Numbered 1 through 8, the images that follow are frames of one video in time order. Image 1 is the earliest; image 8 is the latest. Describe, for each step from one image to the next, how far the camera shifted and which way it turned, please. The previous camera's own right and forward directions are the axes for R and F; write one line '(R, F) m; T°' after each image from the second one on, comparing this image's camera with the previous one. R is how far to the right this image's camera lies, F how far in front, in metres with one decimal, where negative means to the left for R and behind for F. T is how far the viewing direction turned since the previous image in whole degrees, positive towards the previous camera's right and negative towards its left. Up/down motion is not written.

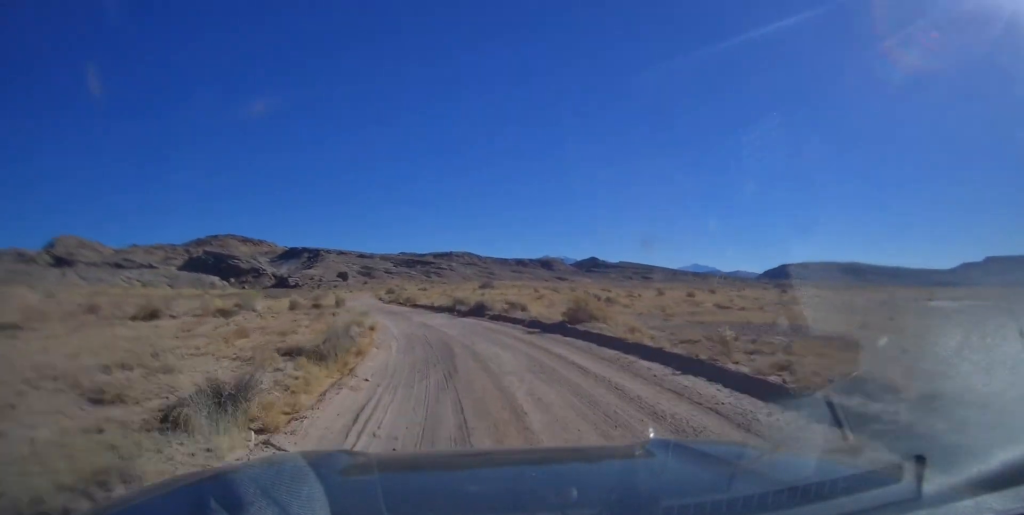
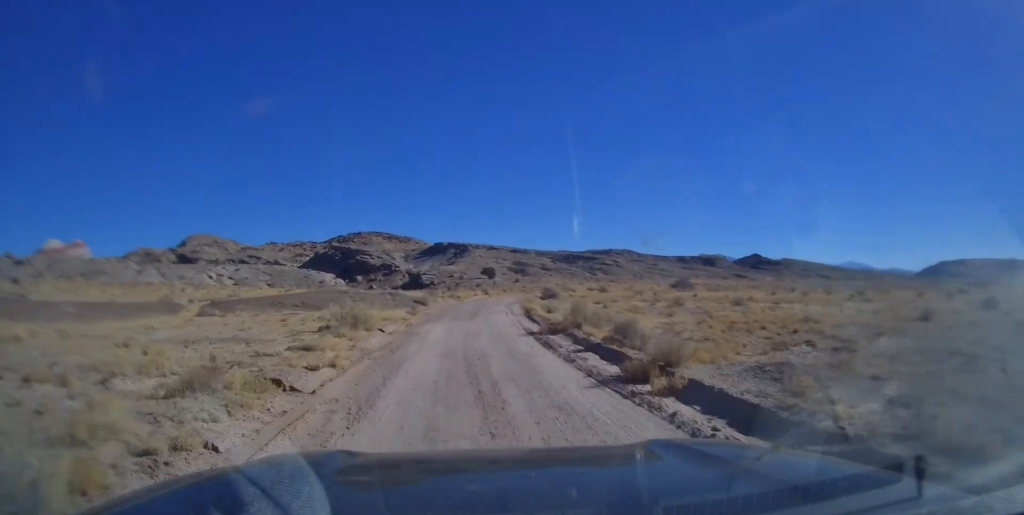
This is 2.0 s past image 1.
(-3.4, +36.6) m; -10°
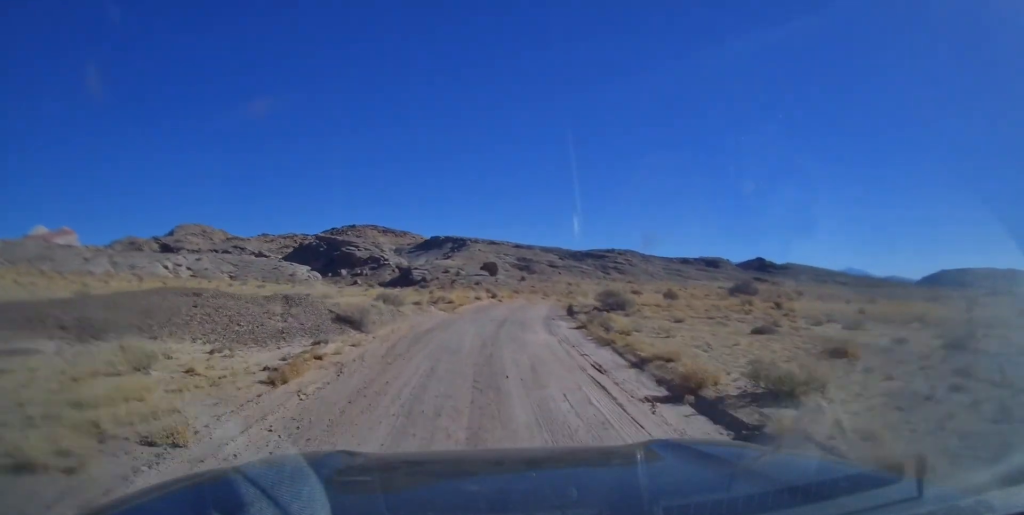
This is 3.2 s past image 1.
(-1.0, +21.5) m; -5°
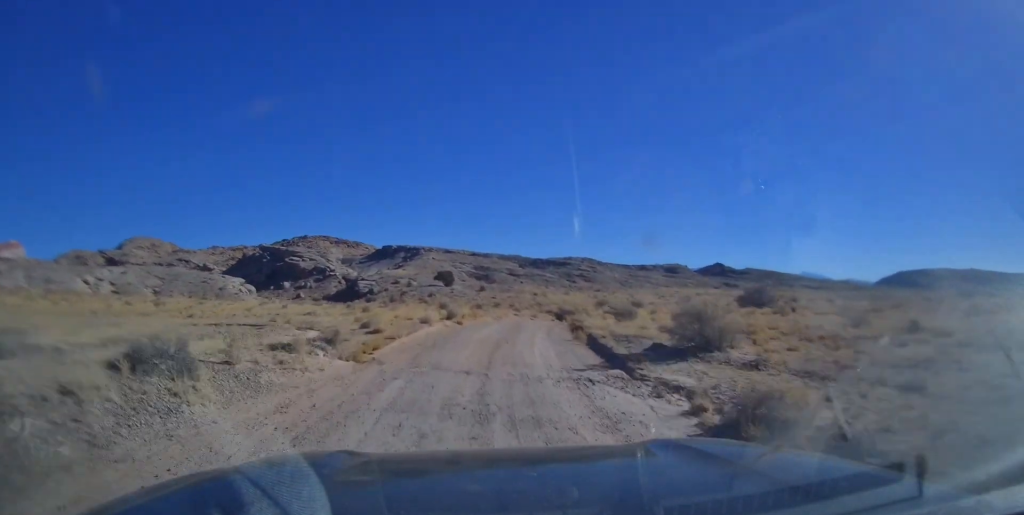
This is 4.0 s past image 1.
(-0.7, +13.9) m; -3°
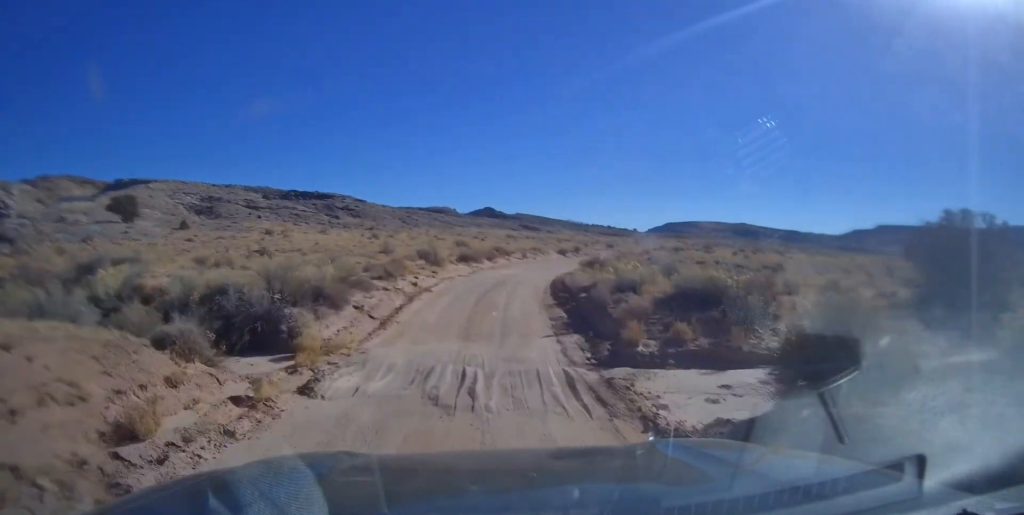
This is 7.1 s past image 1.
(-2.4, +50.5) m; +2°
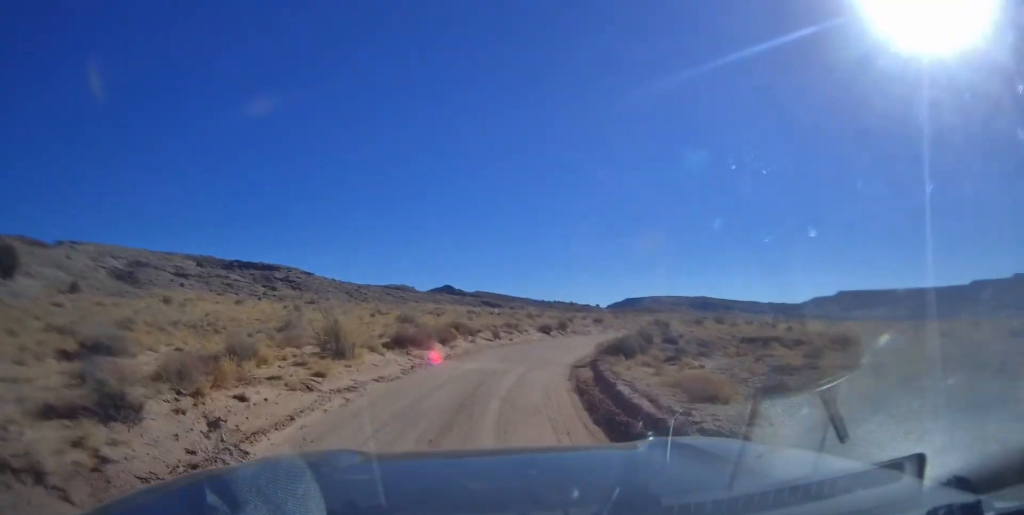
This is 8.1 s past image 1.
(+0.6, +16.5) m; +8°
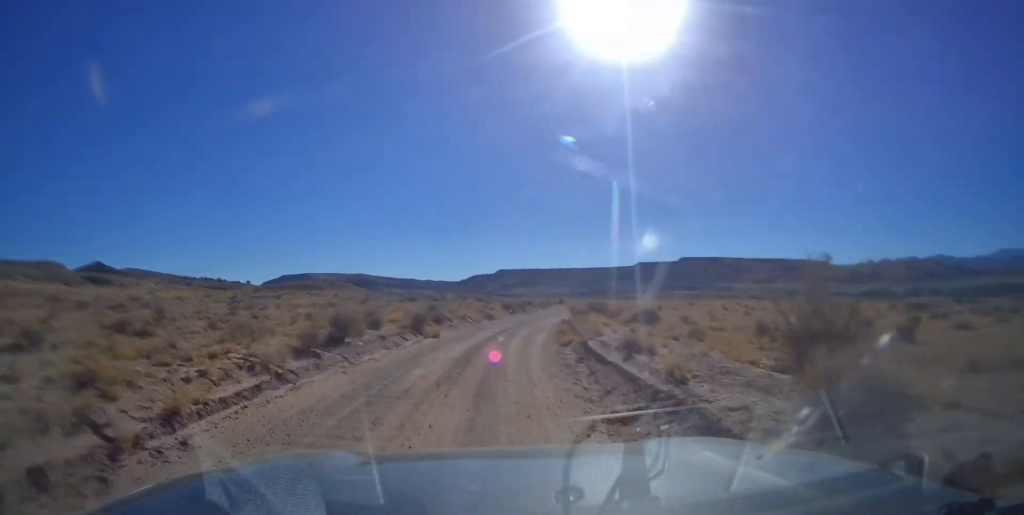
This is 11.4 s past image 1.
(+14.6, +45.8) m; +39°
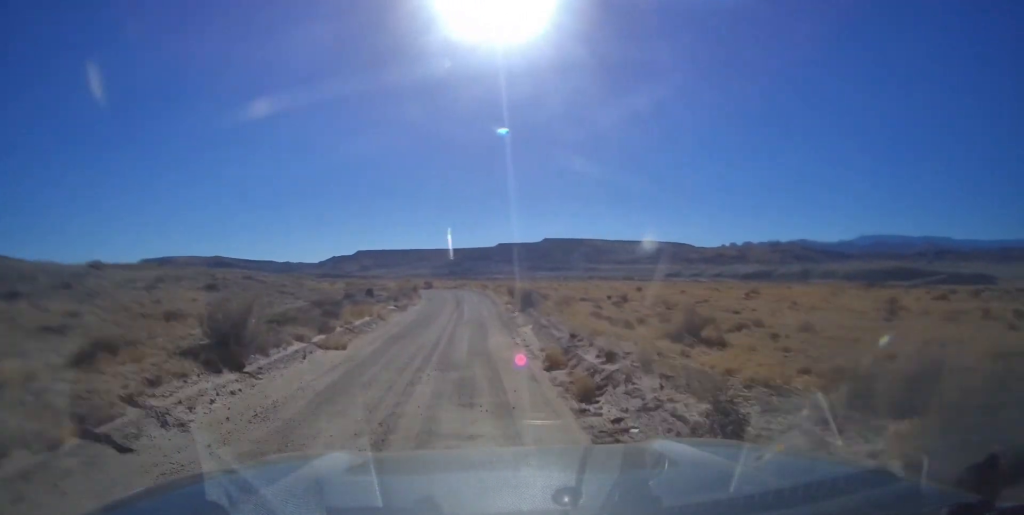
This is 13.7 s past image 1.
(+8.6, +35.6) m; +19°
